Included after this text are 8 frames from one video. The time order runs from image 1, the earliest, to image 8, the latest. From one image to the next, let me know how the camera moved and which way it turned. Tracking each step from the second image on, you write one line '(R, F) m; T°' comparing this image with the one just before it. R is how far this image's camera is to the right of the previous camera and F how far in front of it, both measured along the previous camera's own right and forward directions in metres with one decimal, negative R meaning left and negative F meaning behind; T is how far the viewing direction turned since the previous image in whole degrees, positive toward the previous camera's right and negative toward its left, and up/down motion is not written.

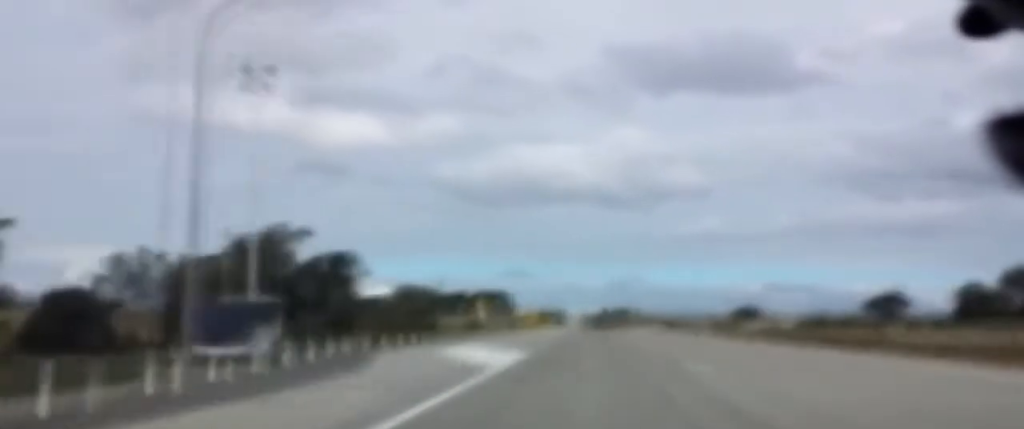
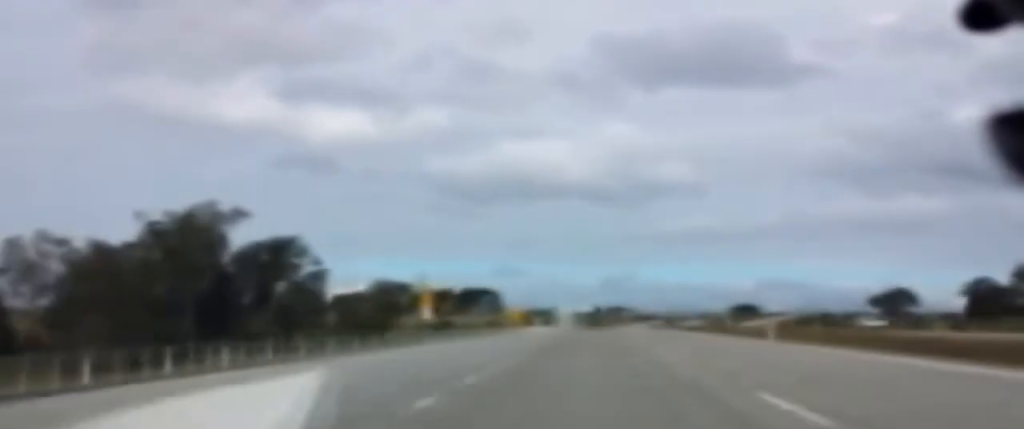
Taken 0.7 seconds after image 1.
(0.0, +20.4) m; 0°
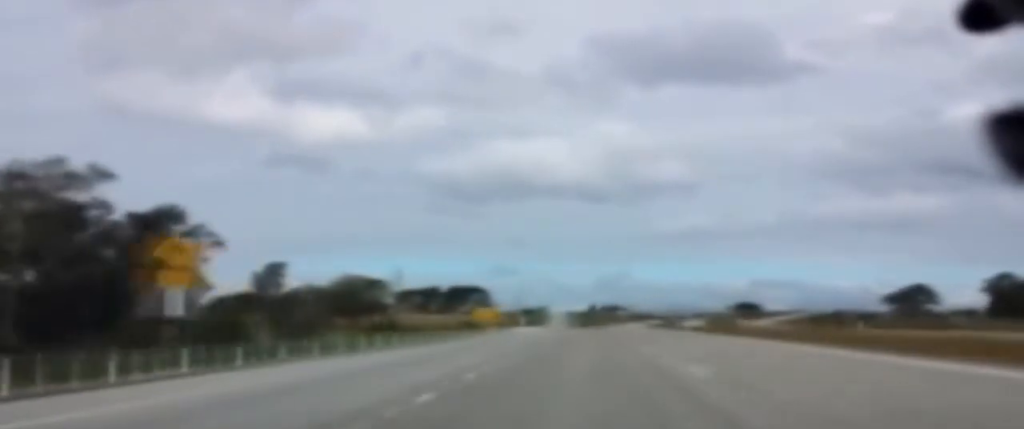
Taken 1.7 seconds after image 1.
(0.0, +31.8) m; 0°
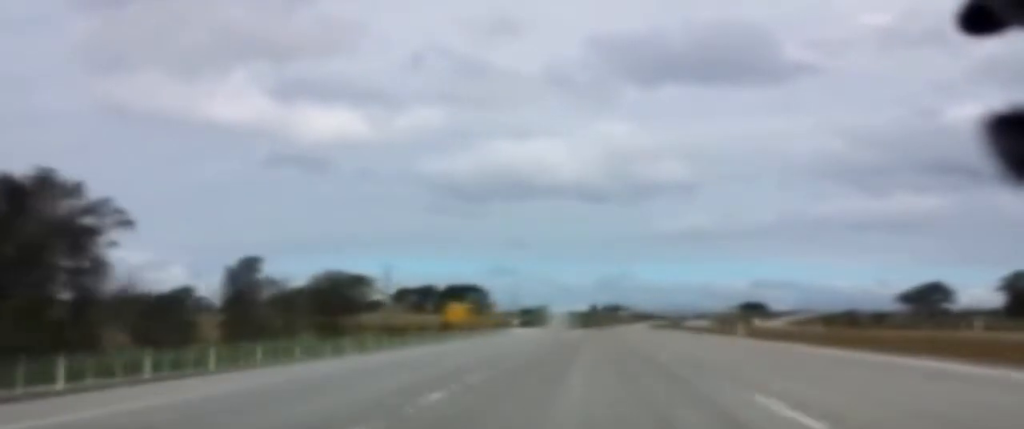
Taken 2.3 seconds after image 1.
(+0.1, +19.6) m; 0°
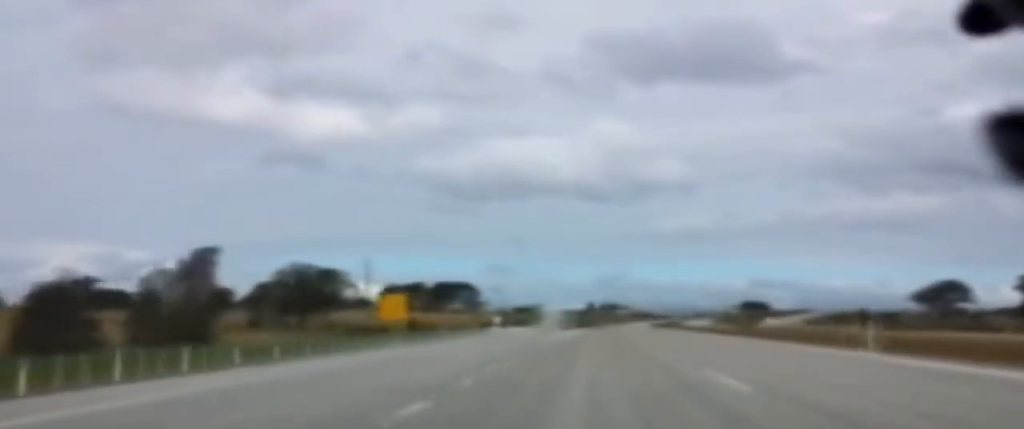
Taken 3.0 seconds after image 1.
(+0.1, +21.7) m; 0°
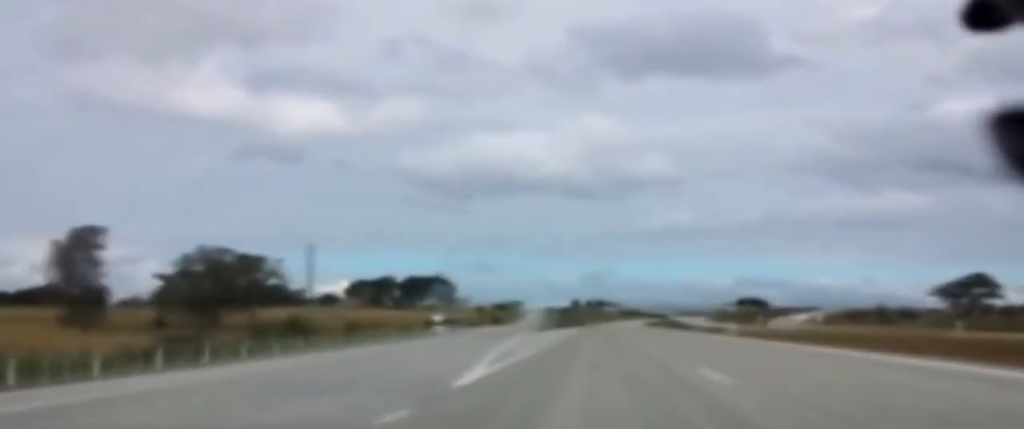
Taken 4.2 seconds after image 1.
(0.0, +37.3) m; 0°
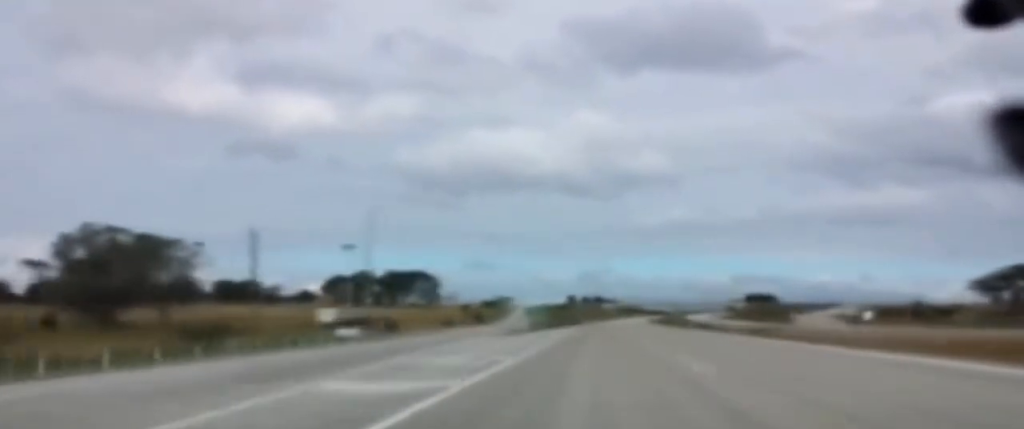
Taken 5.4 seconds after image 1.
(+0.3, +35.2) m; +1°
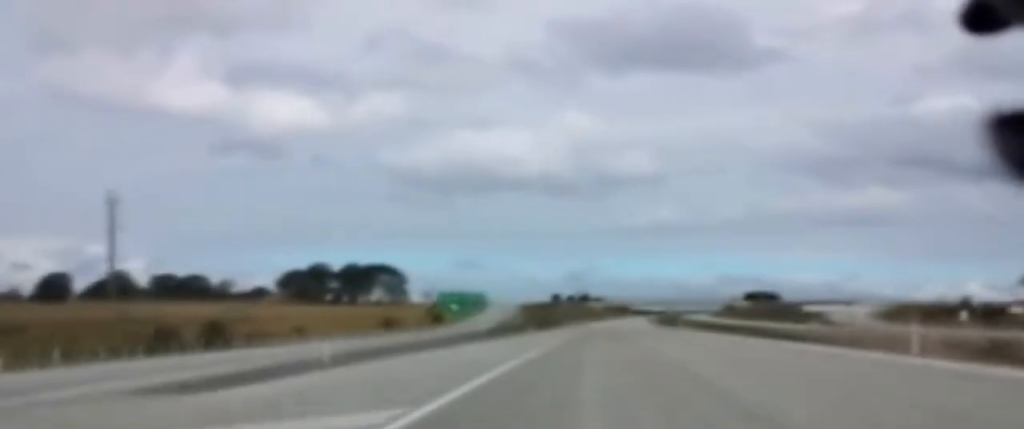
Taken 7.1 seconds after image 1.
(-0.2, +52.0) m; -1°
